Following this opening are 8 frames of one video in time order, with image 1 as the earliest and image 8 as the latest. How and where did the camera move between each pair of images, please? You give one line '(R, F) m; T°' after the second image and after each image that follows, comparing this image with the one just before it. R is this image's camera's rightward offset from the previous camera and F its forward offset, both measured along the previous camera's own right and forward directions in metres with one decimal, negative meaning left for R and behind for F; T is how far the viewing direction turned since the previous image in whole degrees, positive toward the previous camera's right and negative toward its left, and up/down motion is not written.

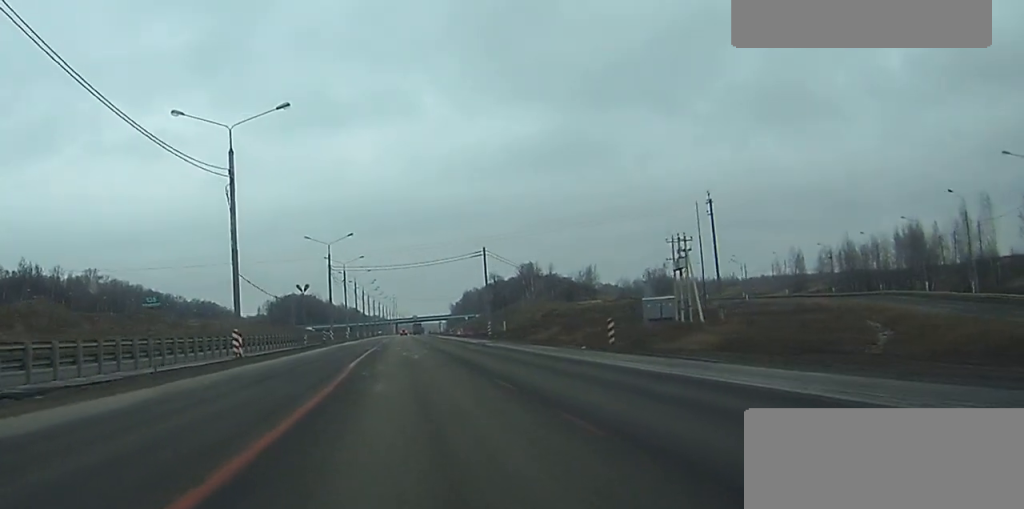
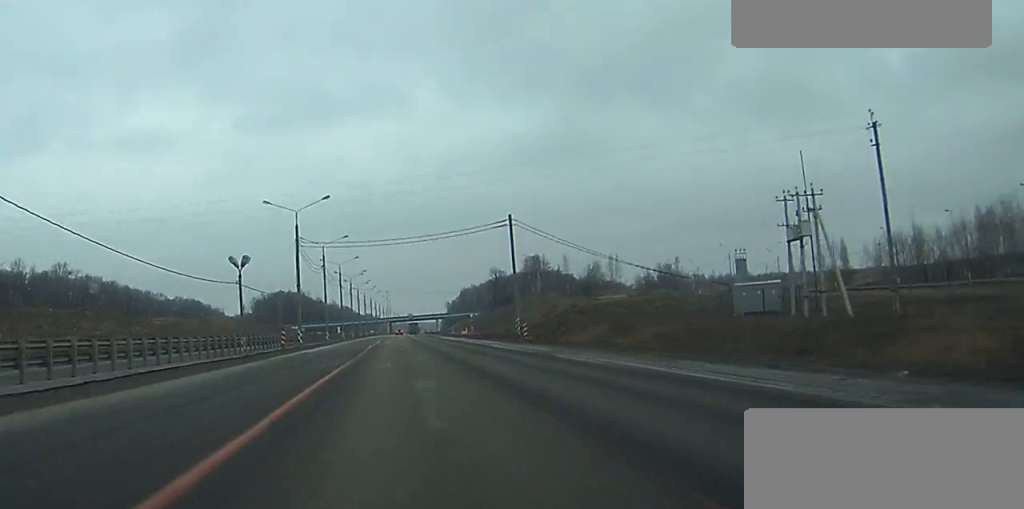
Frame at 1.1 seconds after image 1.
(0.0, +29.7) m; 0°
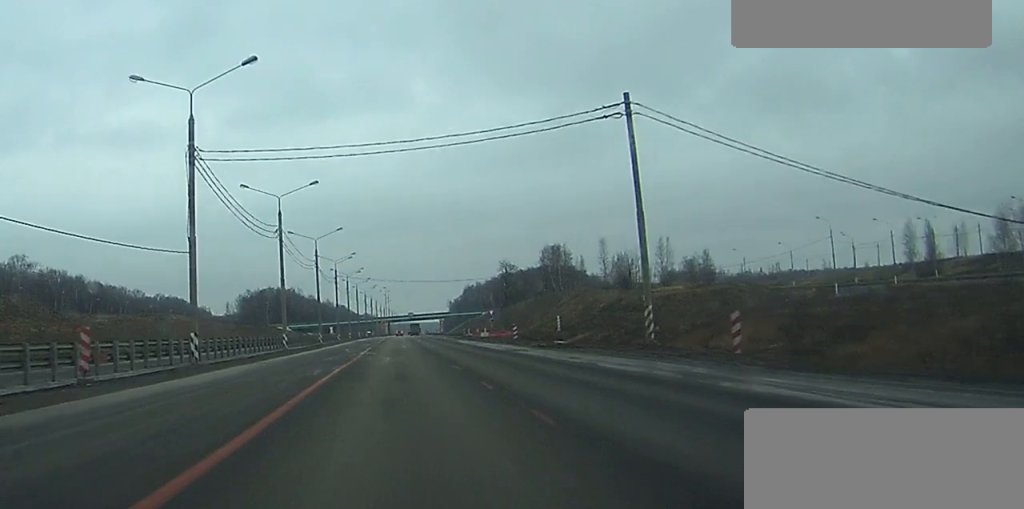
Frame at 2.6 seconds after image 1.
(+0.1, +40.6) m; 0°
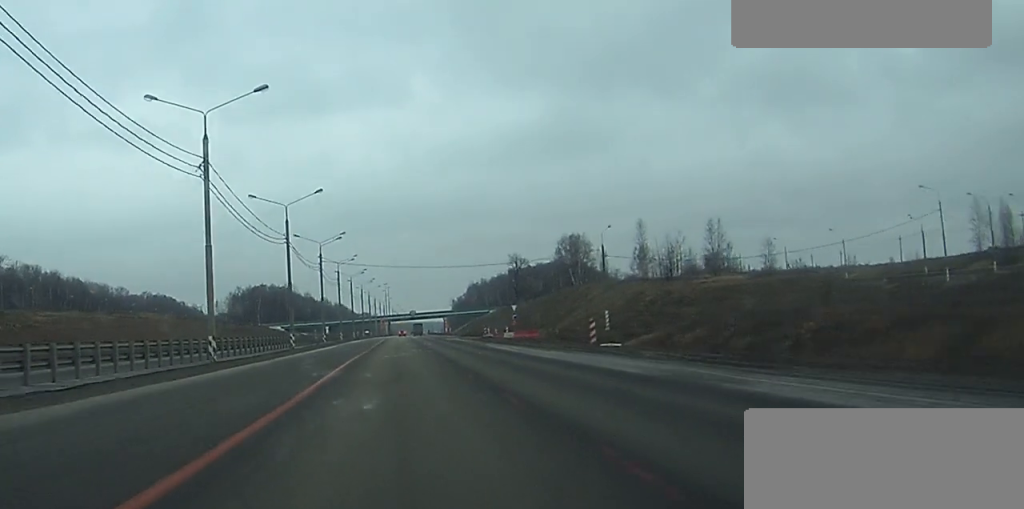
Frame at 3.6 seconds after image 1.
(0.0, +27.3) m; 0°
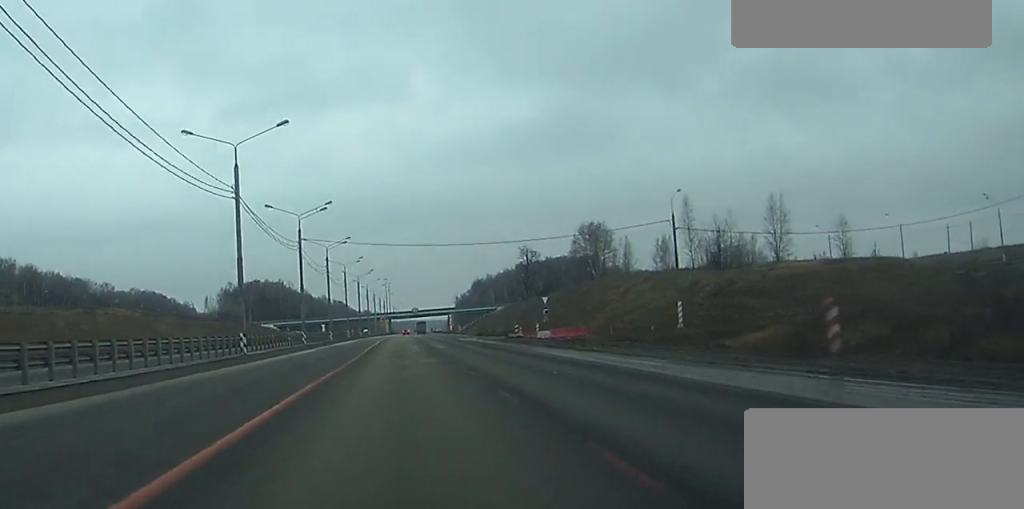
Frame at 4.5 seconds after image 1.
(0.0, +23.9) m; 0°
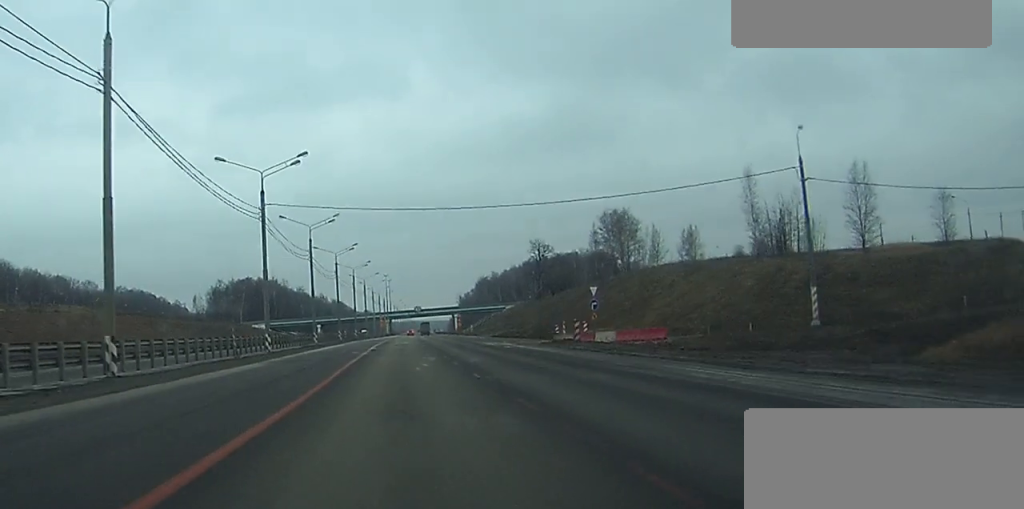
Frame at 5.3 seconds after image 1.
(0.0, +23.1) m; 0°
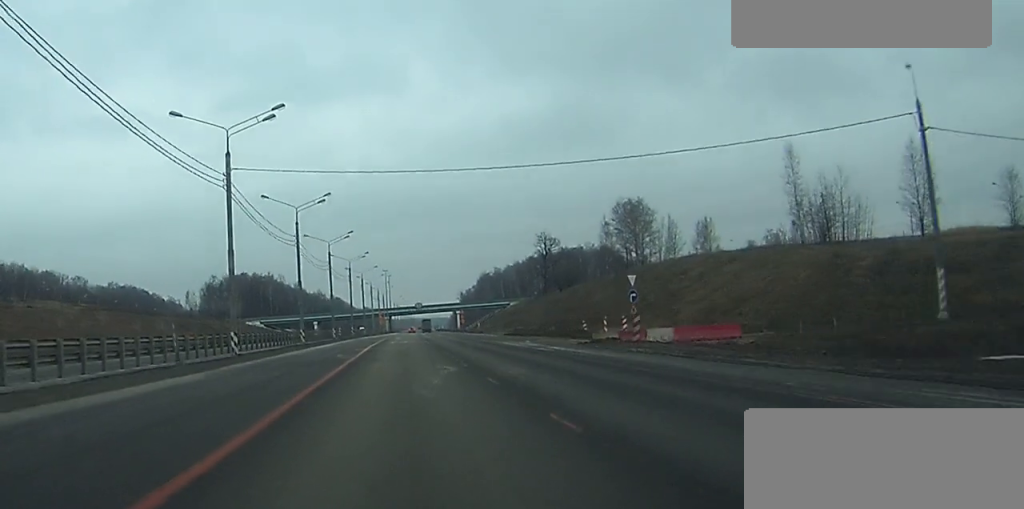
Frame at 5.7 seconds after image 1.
(0.0, +12.0) m; 0°
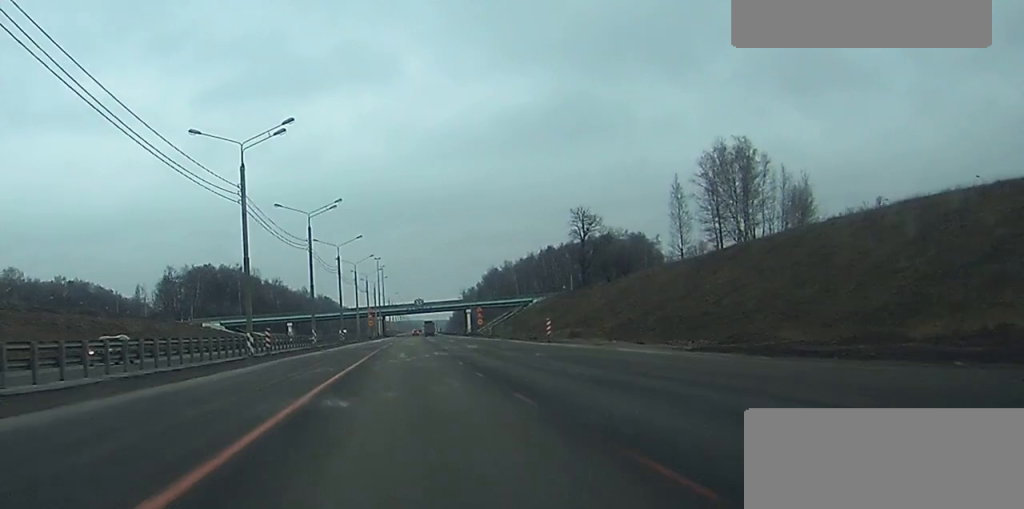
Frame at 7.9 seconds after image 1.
(0.0, +59.9) m; 0°
